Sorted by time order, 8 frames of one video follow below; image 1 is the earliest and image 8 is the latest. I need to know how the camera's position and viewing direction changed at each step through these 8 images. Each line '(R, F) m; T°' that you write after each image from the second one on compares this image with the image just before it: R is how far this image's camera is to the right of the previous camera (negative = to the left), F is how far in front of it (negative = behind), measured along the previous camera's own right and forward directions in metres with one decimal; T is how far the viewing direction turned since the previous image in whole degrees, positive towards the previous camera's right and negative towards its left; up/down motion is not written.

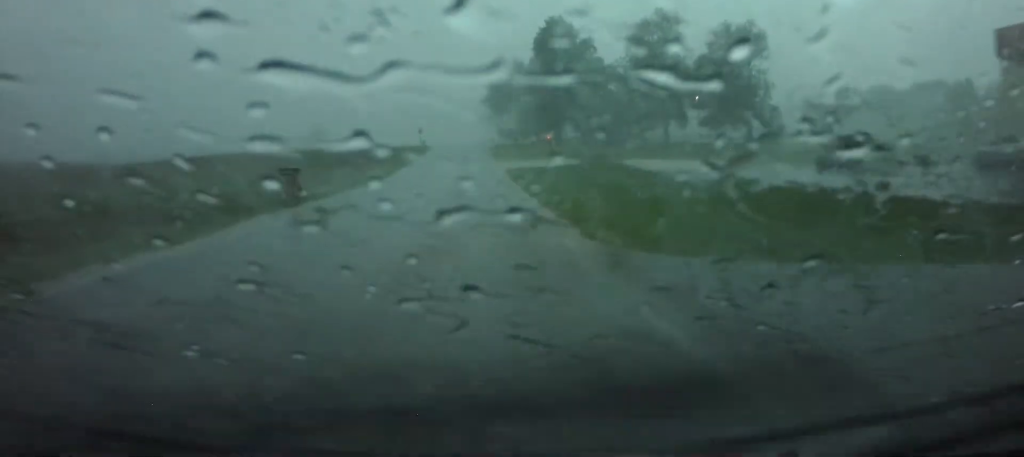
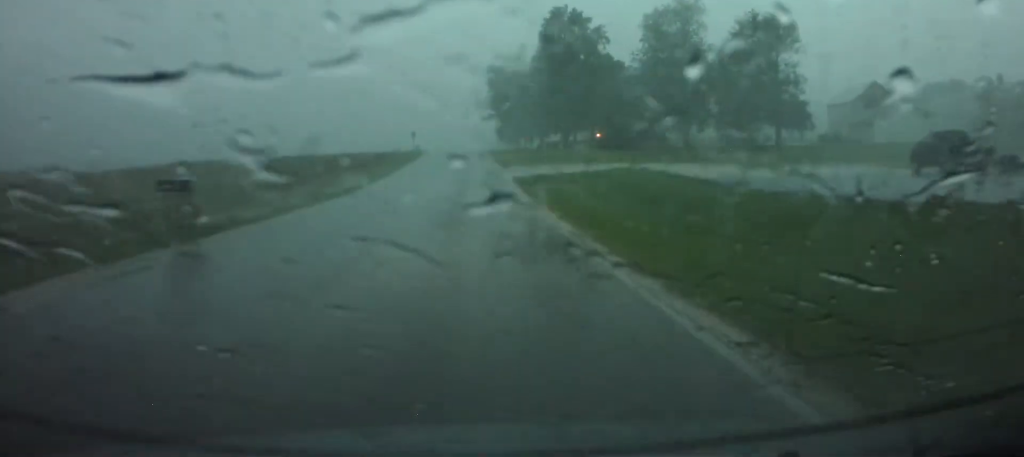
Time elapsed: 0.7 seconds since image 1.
(0.0, +13.1) m; 0°
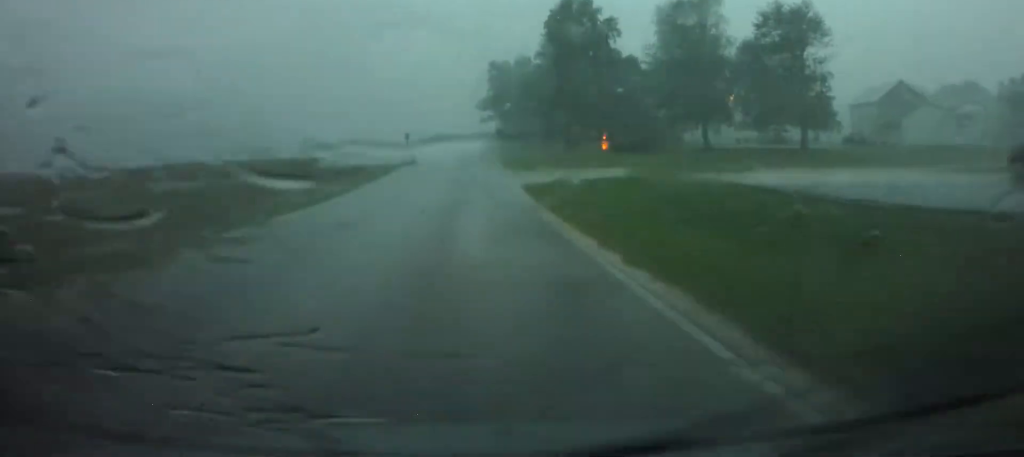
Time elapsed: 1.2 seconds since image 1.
(0.0, +10.0) m; 0°
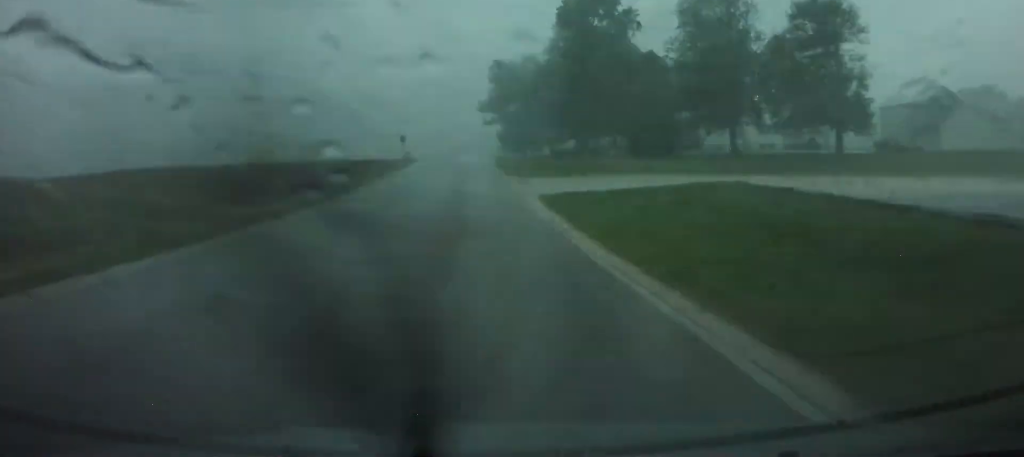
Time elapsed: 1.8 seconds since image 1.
(0.0, +10.6) m; 0°
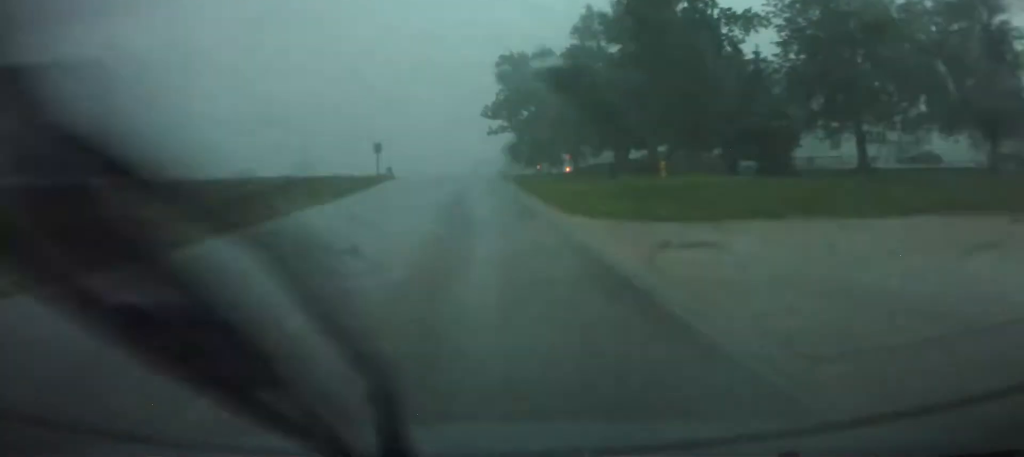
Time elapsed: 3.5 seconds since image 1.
(+0.1, +24.8) m; 0°
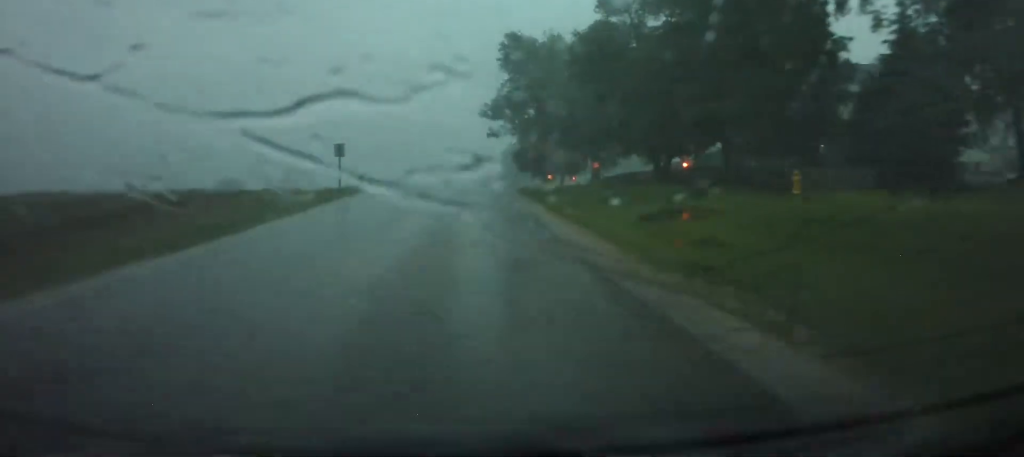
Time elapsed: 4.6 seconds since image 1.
(+0.1, +15.8) m; 0°
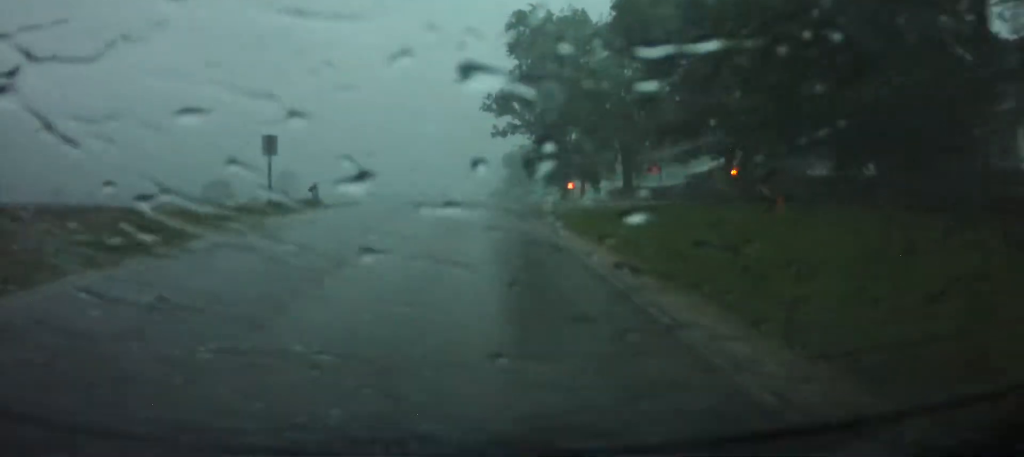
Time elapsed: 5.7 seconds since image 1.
(-0.1, +15.8) m; 0°
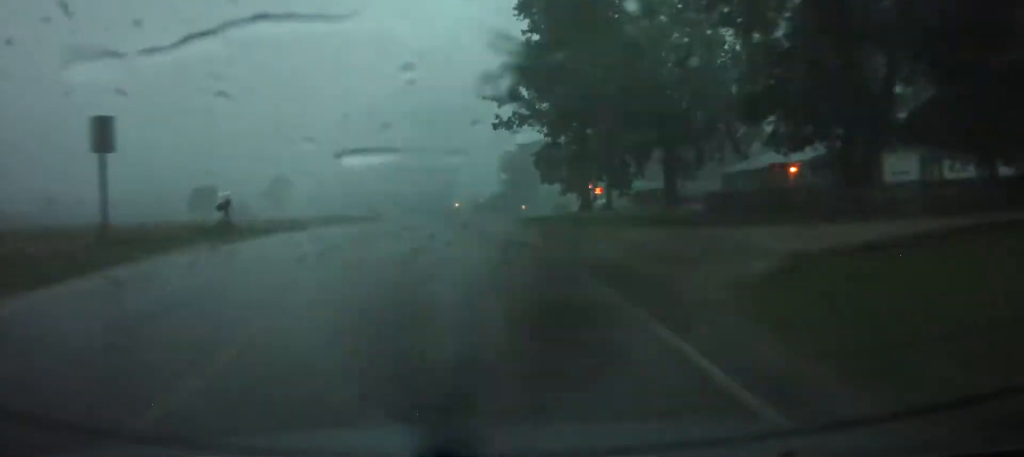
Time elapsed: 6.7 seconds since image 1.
(0.0, +14.7) m; 0°
